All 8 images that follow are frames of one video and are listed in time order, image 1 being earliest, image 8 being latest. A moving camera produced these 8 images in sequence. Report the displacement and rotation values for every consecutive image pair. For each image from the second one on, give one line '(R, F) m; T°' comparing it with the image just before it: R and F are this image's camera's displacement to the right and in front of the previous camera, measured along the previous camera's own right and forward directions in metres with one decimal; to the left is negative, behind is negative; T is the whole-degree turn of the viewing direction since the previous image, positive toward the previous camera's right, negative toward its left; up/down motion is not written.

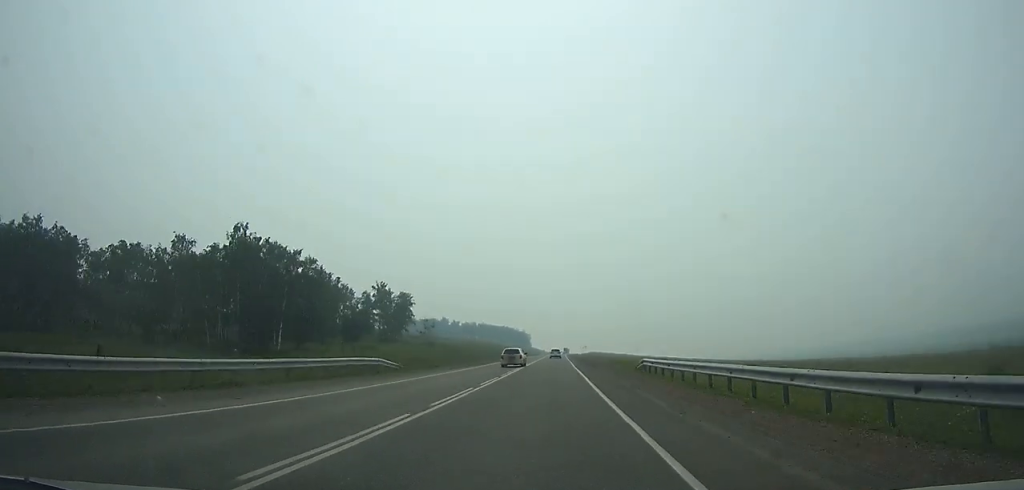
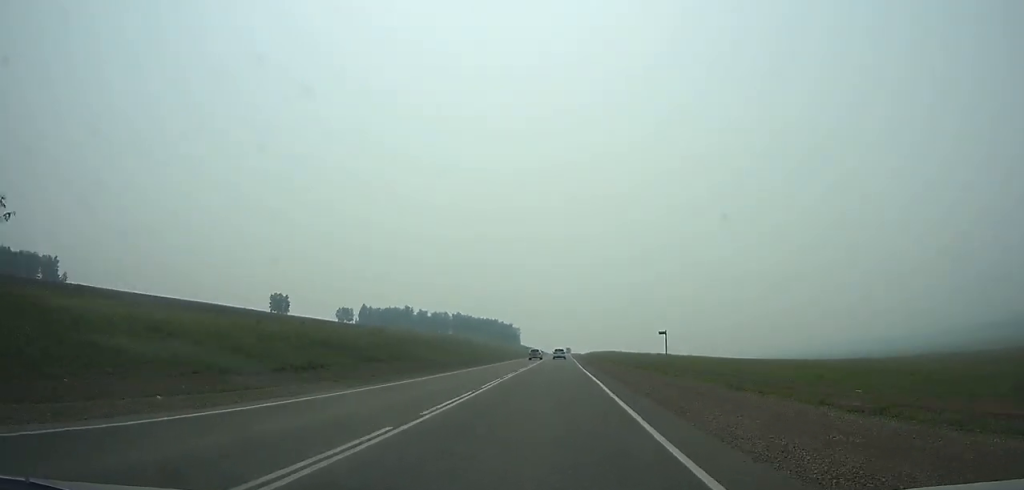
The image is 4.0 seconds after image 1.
(-0.1, +122.1) m; 0°
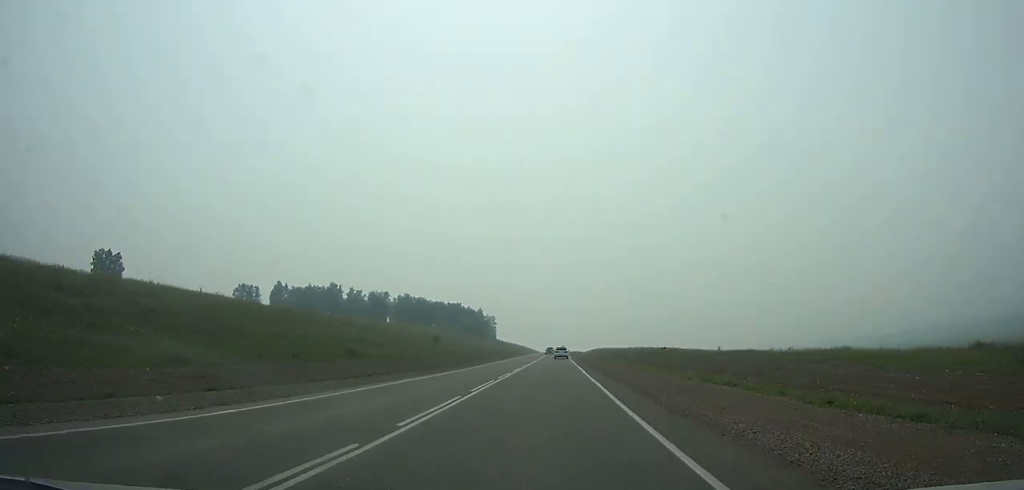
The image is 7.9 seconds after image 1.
(+0.2, +118.9) m; +1°
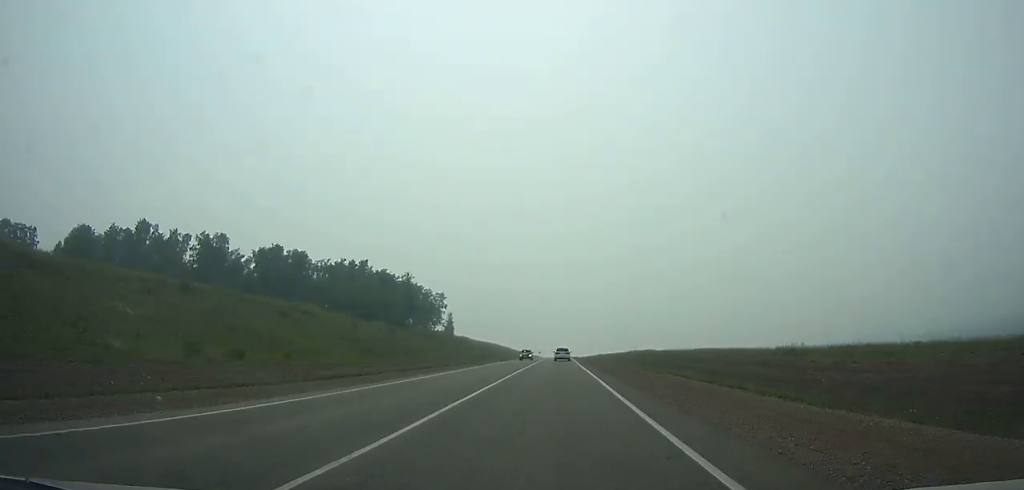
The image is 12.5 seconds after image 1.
(+1.4, +139.4) m; +1°
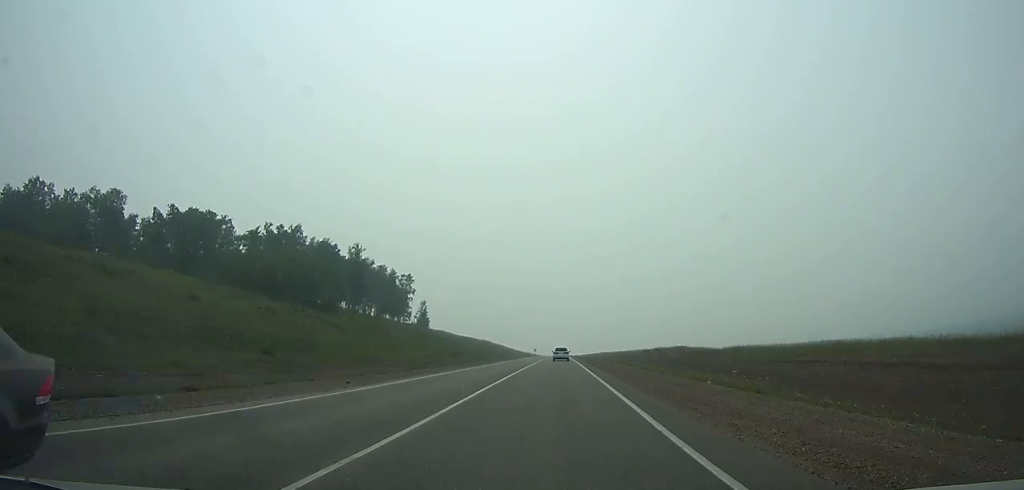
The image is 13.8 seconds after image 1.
(0.0, +39.1) m; 0°
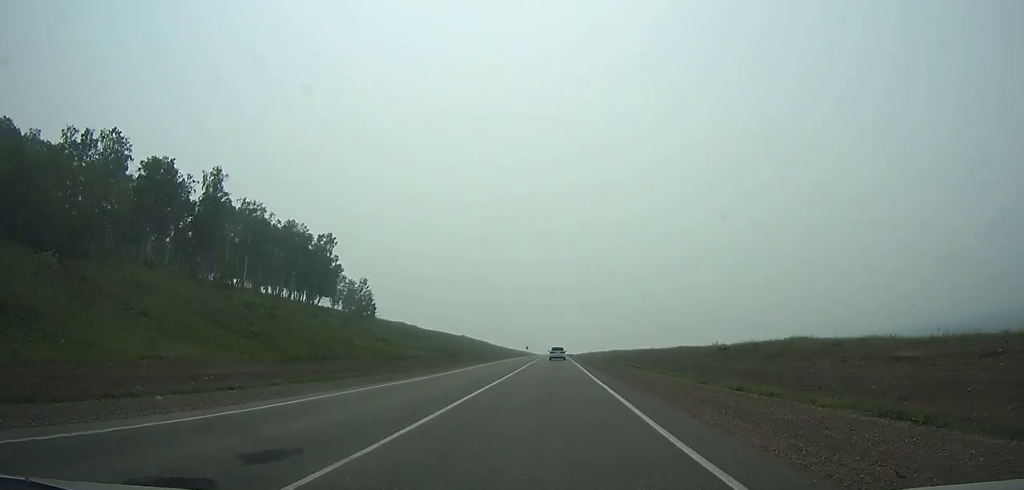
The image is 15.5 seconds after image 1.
(0.0, +51.0) m; 0°
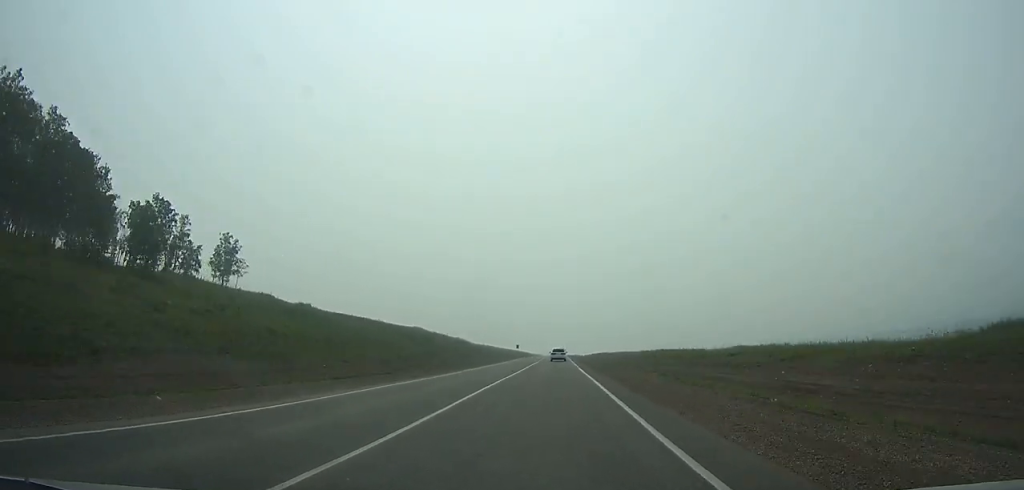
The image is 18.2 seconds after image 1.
(+0.3, +80.3) m; 0°
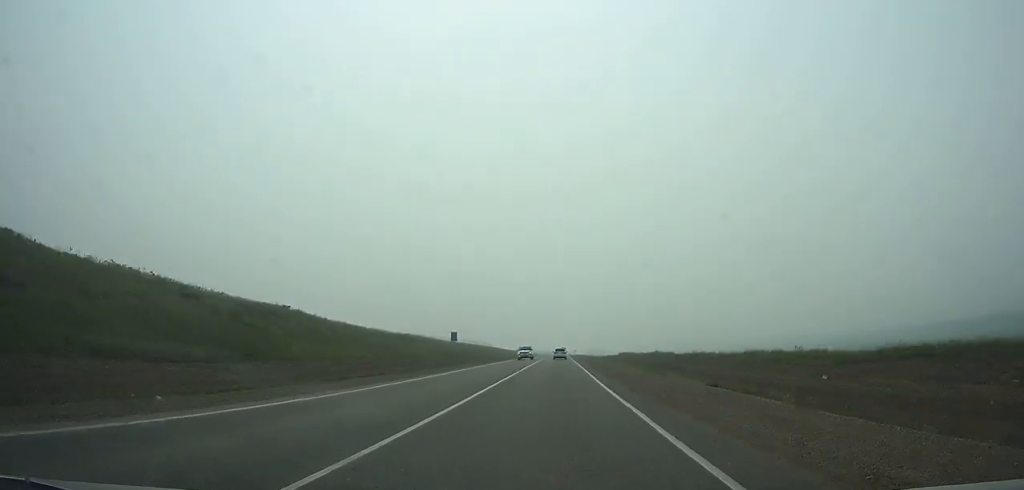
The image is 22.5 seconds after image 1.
(+0.3, +126.8) m; 0°
